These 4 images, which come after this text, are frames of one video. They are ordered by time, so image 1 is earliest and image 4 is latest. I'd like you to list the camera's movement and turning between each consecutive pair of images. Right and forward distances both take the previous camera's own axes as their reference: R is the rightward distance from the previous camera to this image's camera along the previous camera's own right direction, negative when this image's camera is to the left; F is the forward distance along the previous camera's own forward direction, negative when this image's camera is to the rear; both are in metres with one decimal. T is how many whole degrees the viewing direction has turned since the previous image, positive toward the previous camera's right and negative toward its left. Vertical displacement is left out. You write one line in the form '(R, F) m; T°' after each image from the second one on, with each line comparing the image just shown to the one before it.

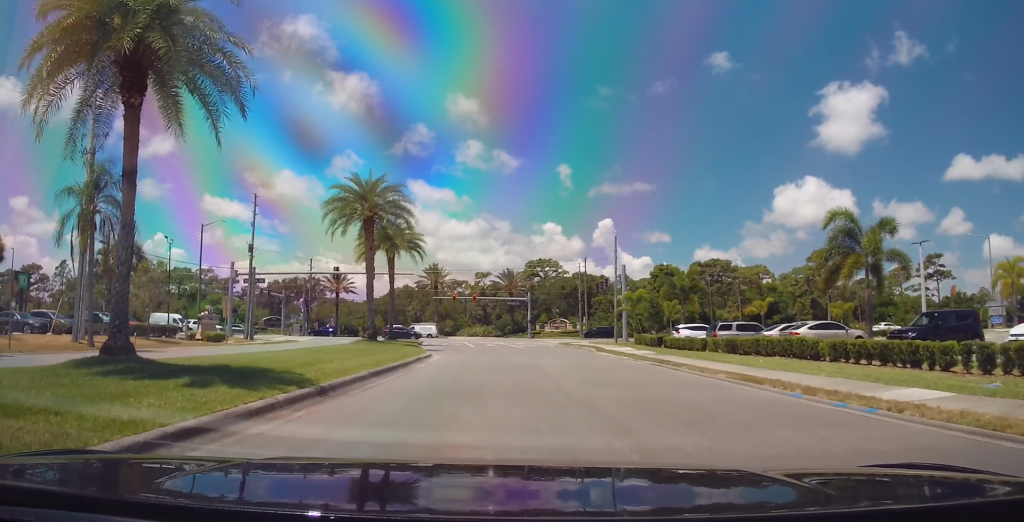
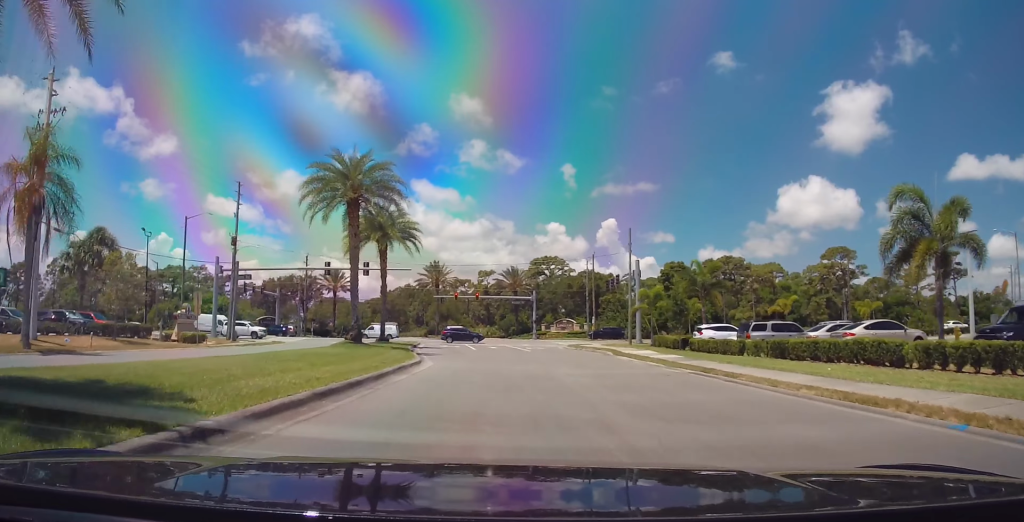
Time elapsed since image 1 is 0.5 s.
(+0.2, +4.7) m; +1°
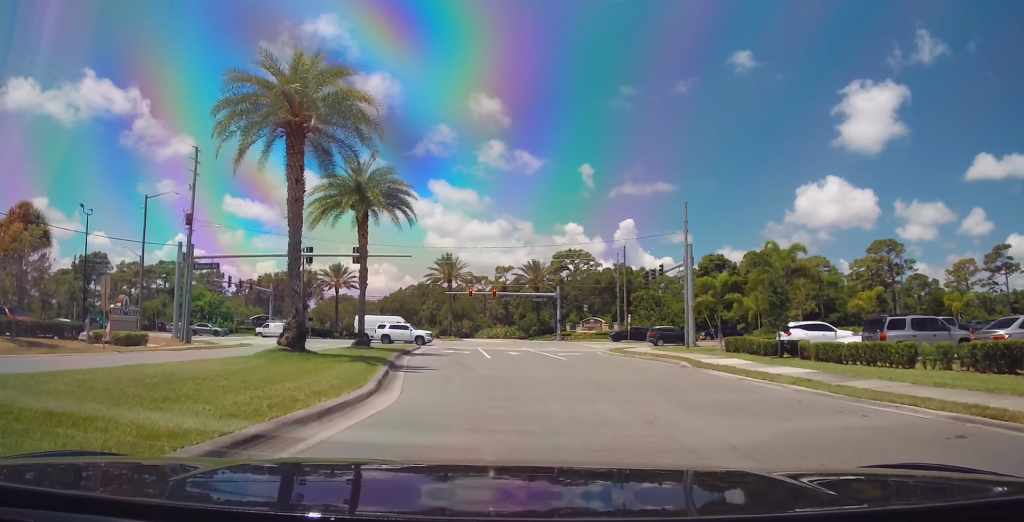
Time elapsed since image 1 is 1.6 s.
(+0.2, +11.6) m; +1°
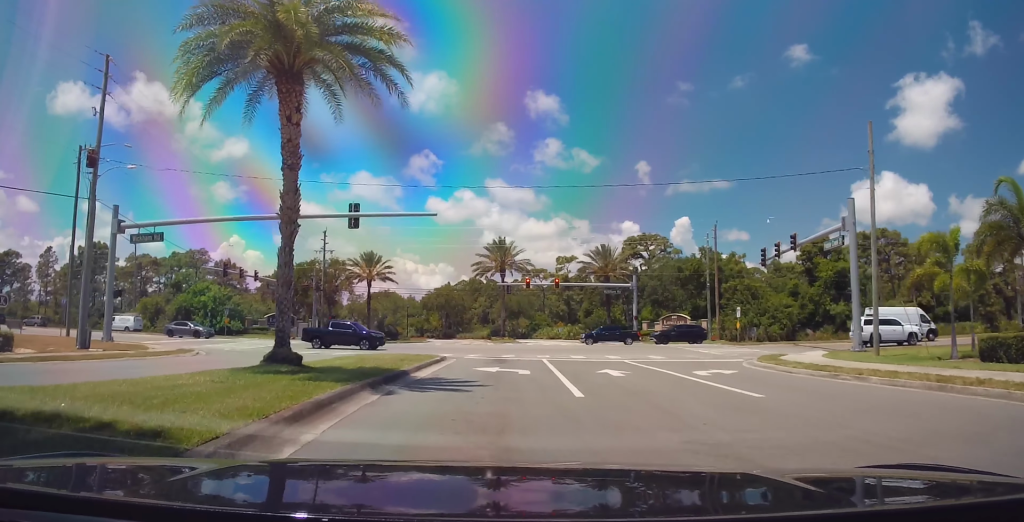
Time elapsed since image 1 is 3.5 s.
(-0.7, +17.0) m; -6°
